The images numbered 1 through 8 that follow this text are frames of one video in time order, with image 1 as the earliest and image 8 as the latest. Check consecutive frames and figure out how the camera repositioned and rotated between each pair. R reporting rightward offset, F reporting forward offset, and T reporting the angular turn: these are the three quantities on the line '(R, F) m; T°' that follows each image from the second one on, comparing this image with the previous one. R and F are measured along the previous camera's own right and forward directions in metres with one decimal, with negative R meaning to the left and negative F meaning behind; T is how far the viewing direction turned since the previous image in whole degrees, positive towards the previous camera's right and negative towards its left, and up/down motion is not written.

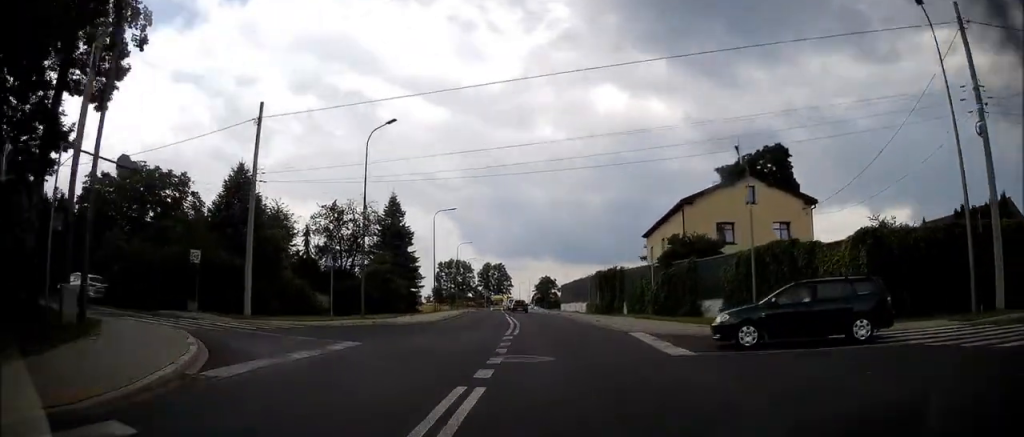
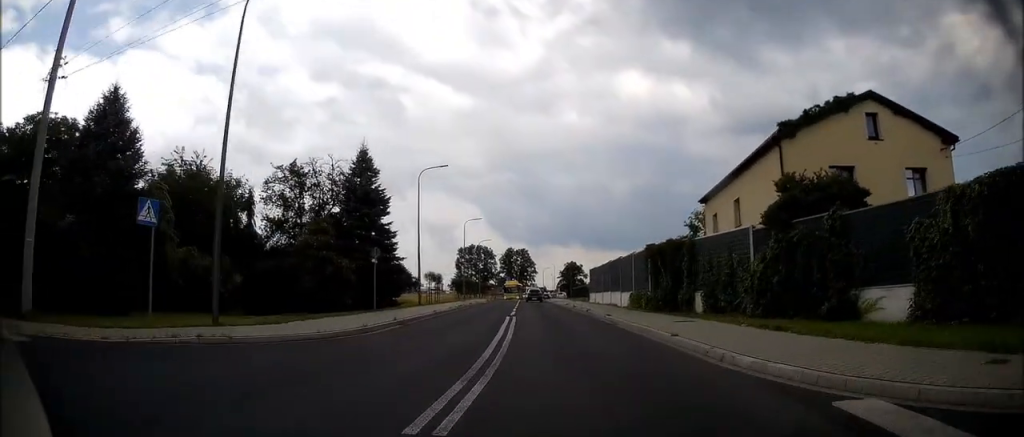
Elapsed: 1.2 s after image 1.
(0.0, +16.4) m; -1°
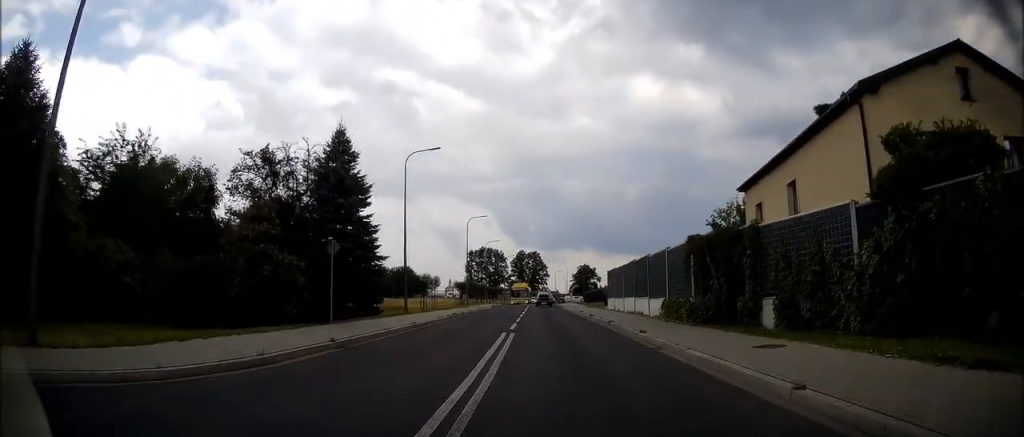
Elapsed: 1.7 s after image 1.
(-0.1, +7.1) m; -1°
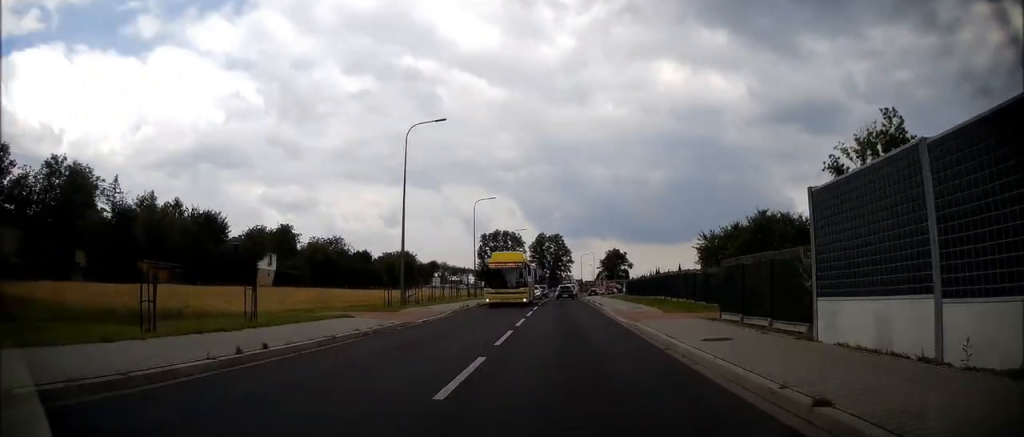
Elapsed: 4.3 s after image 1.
(-1.1, +32.1) m; -3°
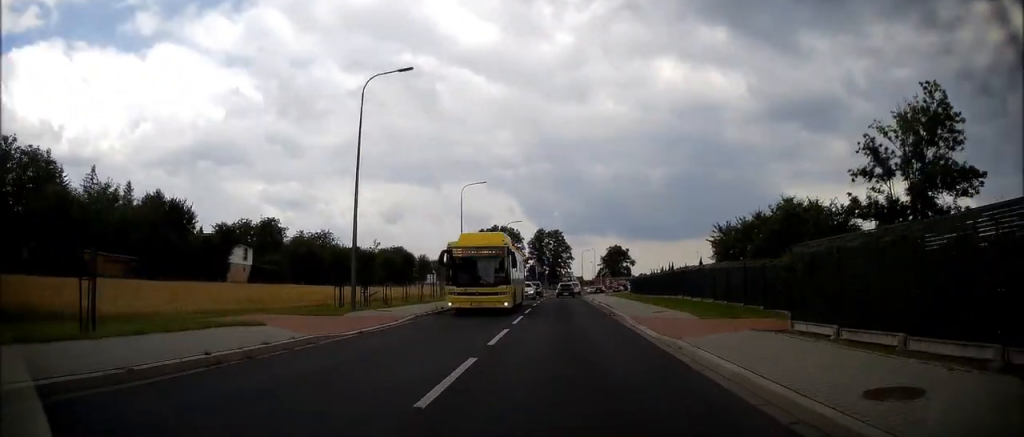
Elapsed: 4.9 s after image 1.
(0.0, +5.9) m; 0°
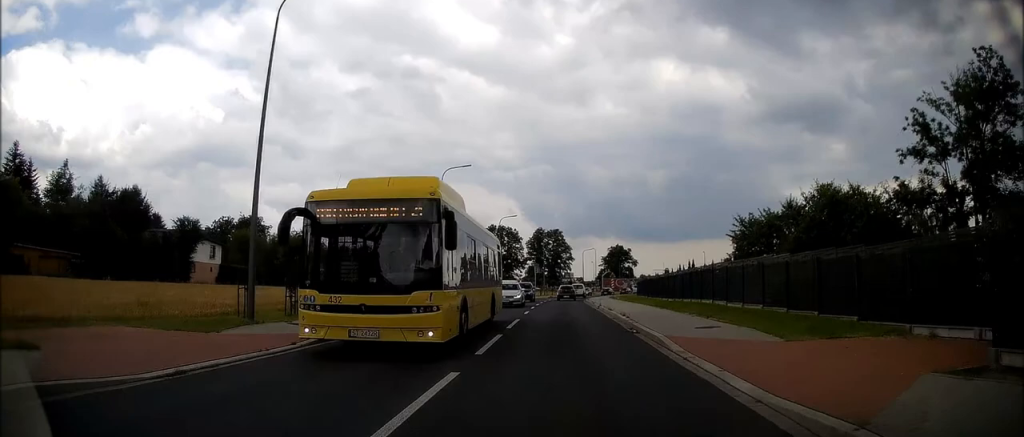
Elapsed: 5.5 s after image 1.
(0.0, +6.7) m; 0°
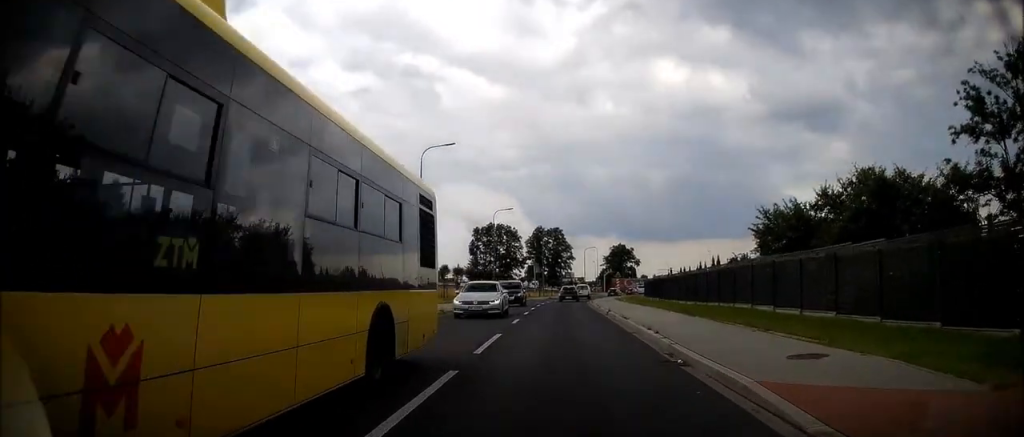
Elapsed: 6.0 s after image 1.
(0.0, +5.8) m; 0°
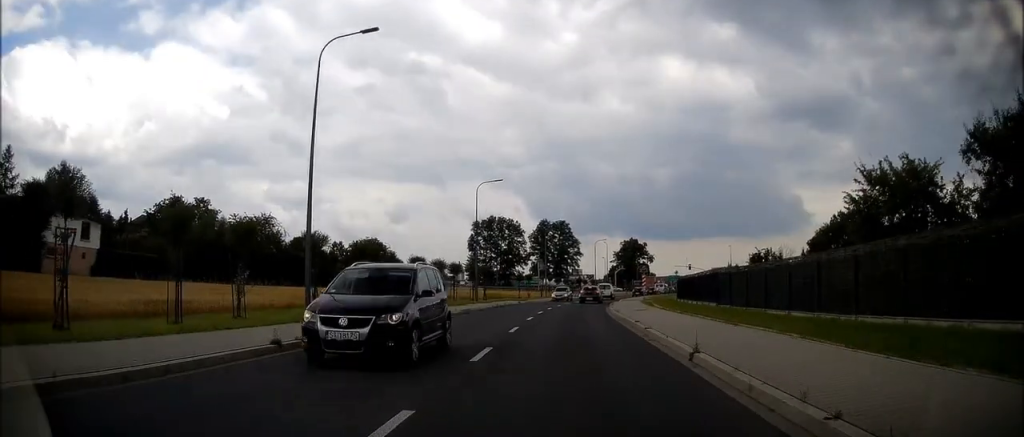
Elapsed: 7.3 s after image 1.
(+0.1, +17.0) m; 0°
